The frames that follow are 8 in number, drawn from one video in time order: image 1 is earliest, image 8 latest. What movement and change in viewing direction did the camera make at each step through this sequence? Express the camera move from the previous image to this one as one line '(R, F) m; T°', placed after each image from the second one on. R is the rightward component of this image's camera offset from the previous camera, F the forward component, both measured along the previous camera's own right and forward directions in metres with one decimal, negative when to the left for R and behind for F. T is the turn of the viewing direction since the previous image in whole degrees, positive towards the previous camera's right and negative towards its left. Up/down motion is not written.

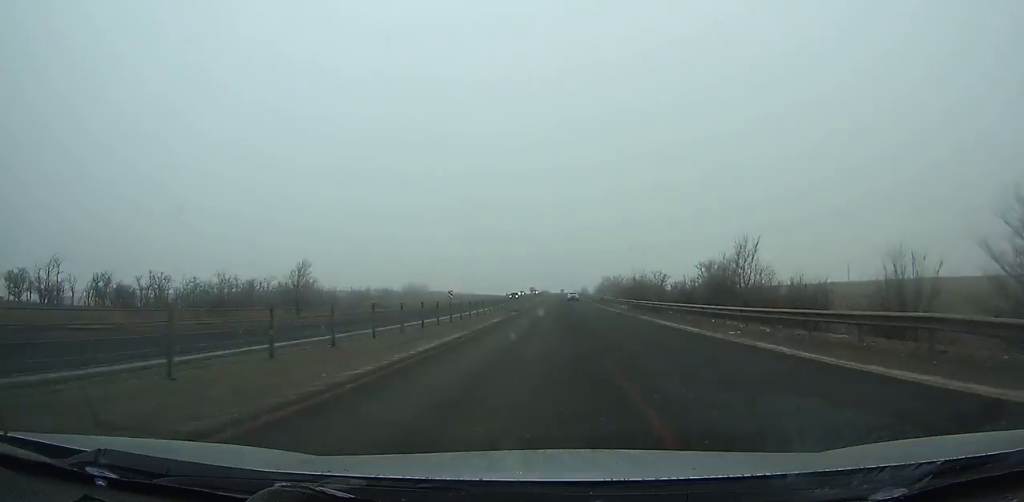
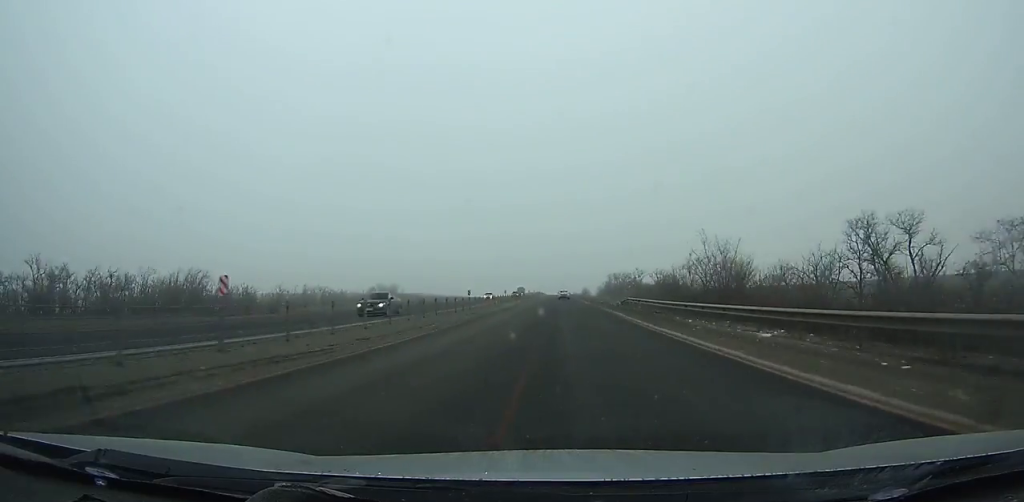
(-0.2, +46.4) m; 0°
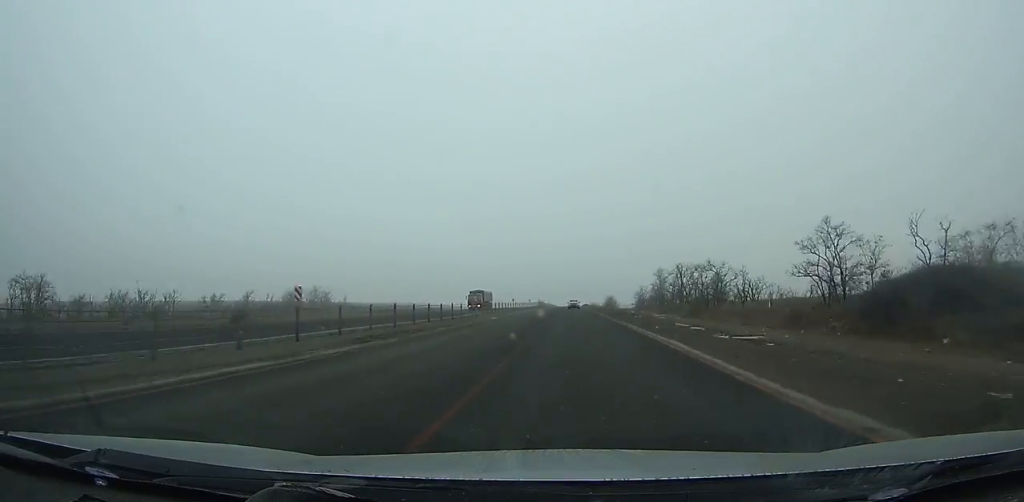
(-0.6, +88.6) m; -1°
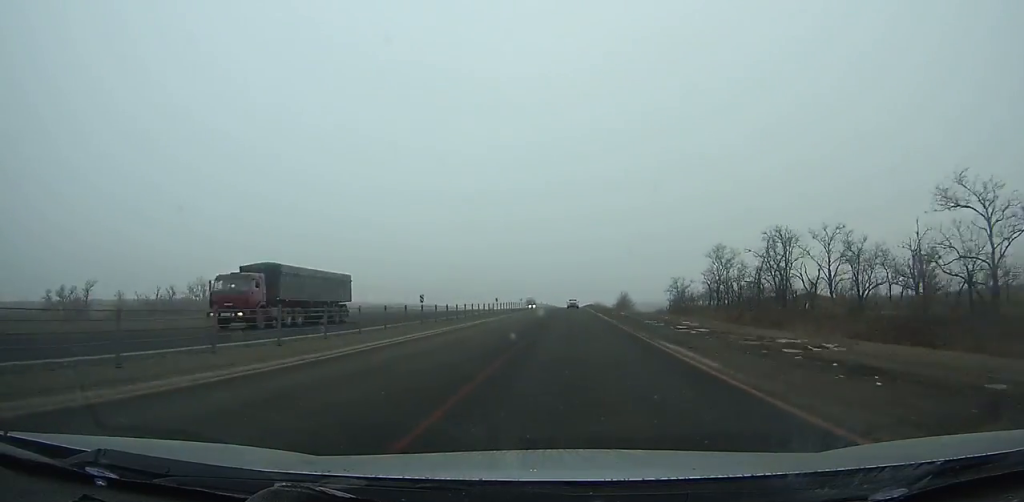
(-0.1, +45.4) m; 0°
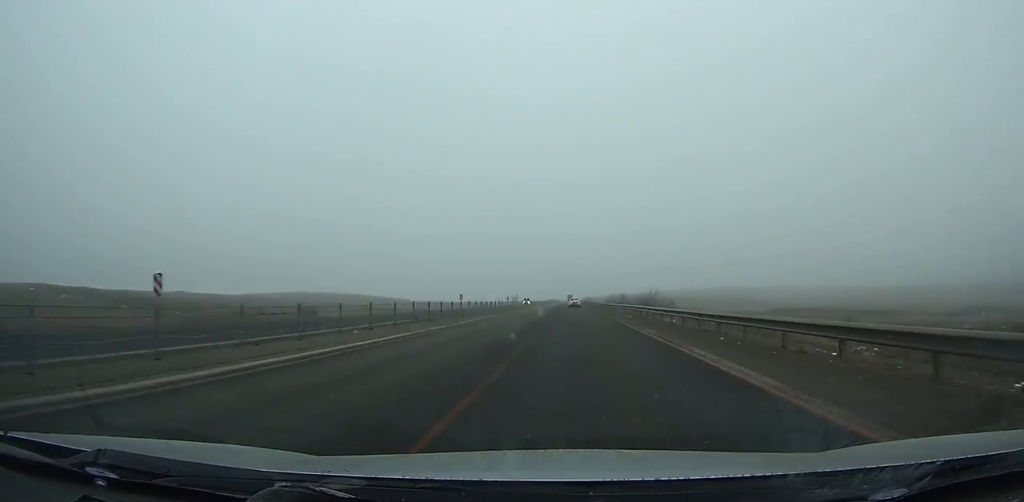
(-0.4, +138.6) m; 0°
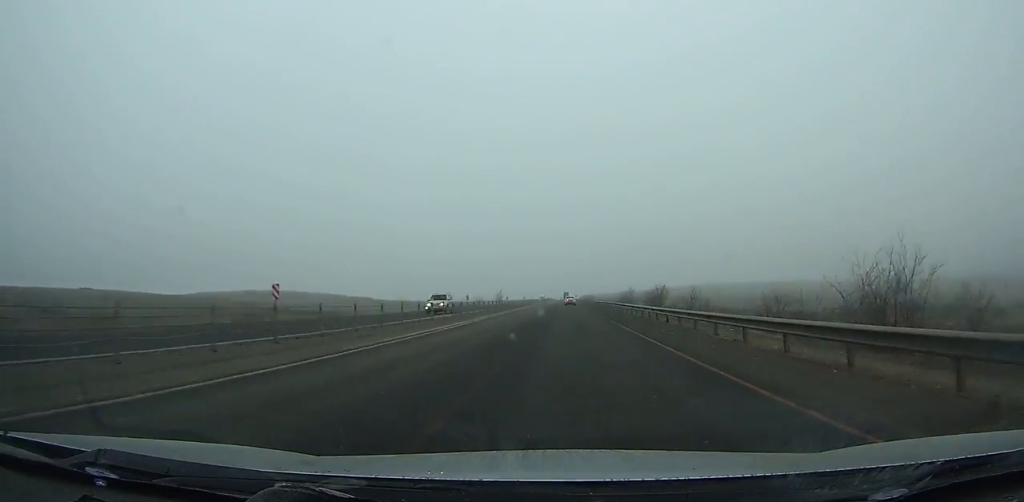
(+0.1, +55.3) m; 0°
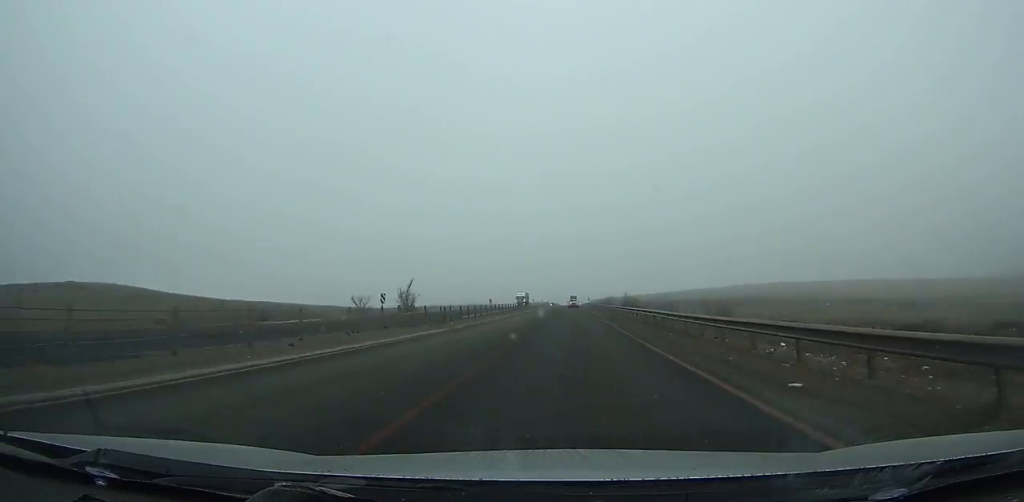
(+0.2, +145.0) m; 0°
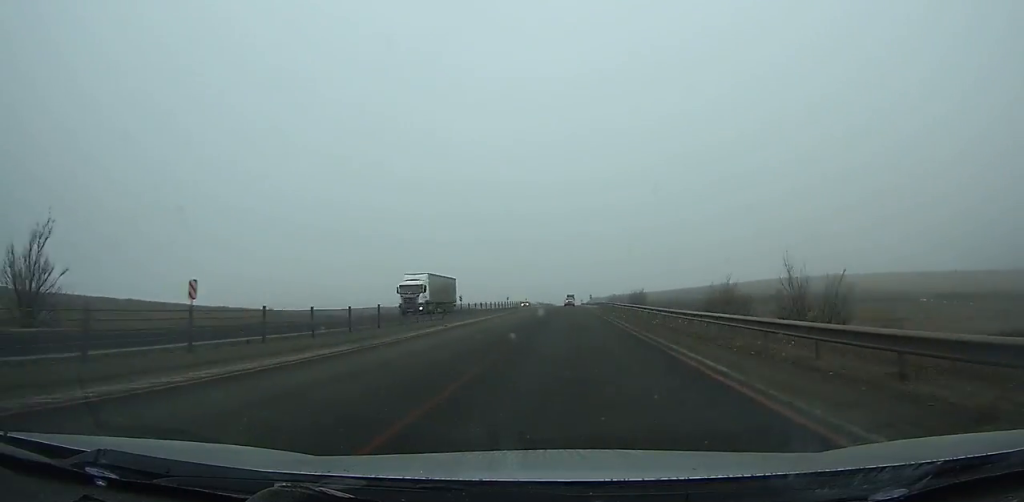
(+0.1, +72.7) m; 0°
